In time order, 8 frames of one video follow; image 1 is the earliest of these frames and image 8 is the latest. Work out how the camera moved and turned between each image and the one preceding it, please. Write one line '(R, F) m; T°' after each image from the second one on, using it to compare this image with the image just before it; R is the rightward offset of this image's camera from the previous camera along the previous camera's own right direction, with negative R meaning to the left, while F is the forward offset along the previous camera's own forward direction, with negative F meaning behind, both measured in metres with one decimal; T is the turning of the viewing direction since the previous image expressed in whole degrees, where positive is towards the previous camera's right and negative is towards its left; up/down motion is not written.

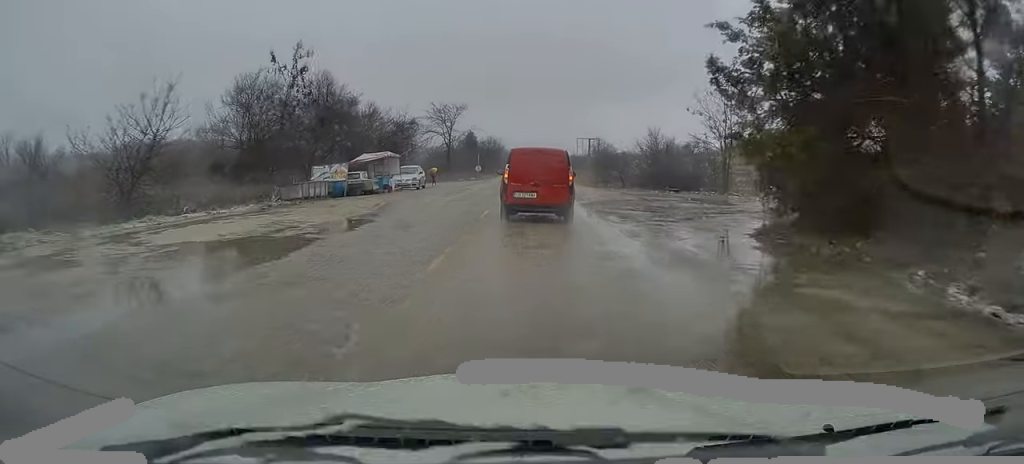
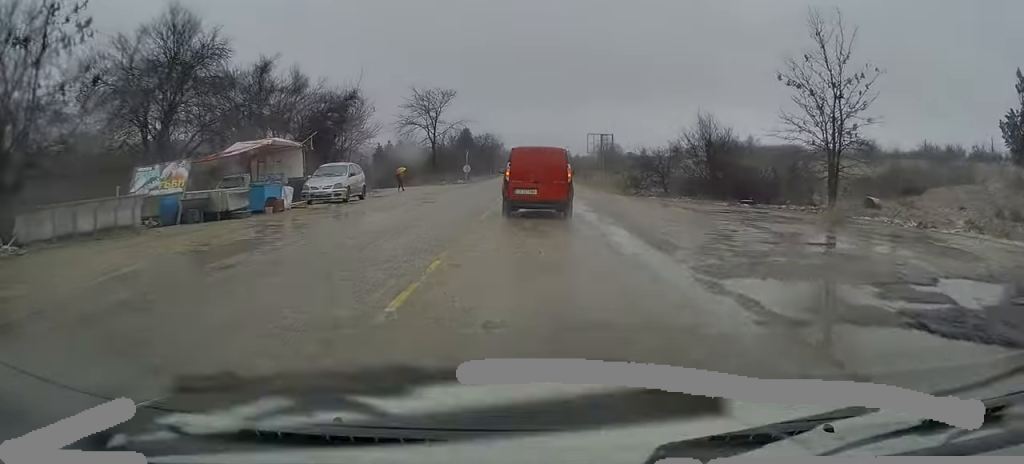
(0.0, +17.1) m; 0°
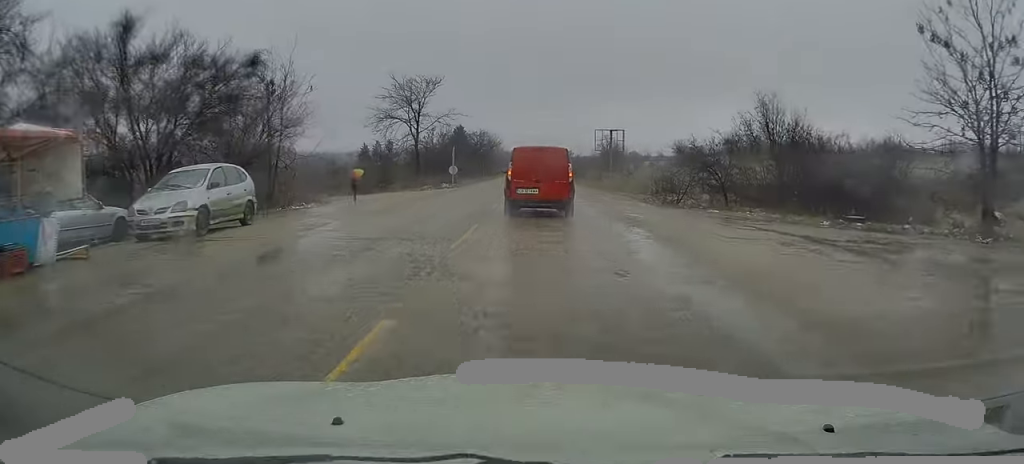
(+0.1, +11.8) m; 0°
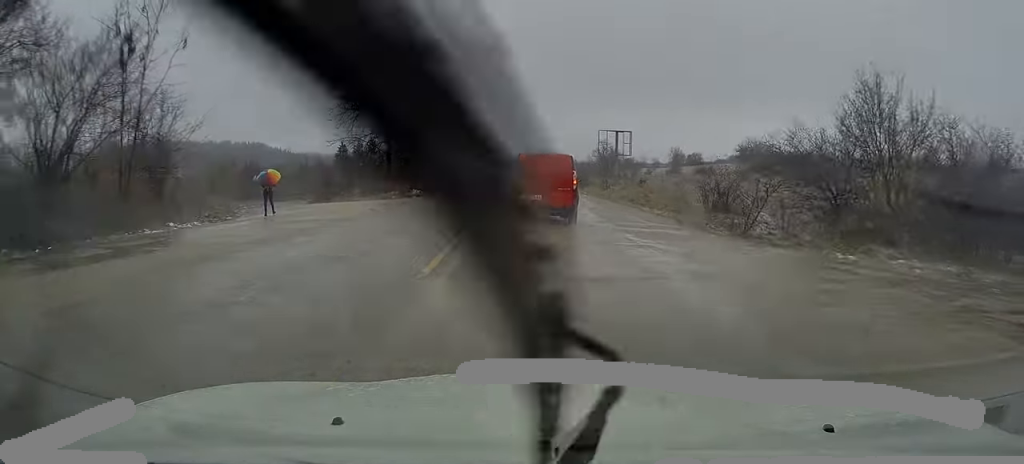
(0.0, +11.1) m; 0°
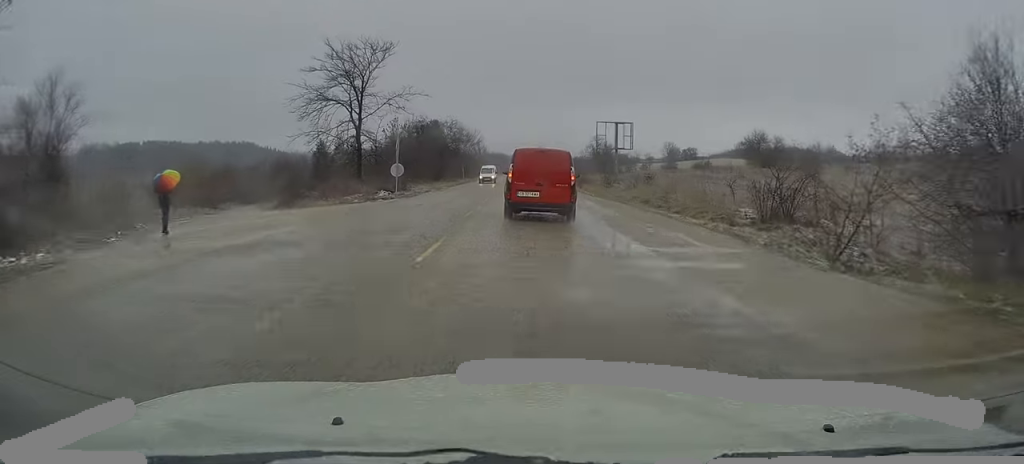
(0.0, +7.2) m; 0°
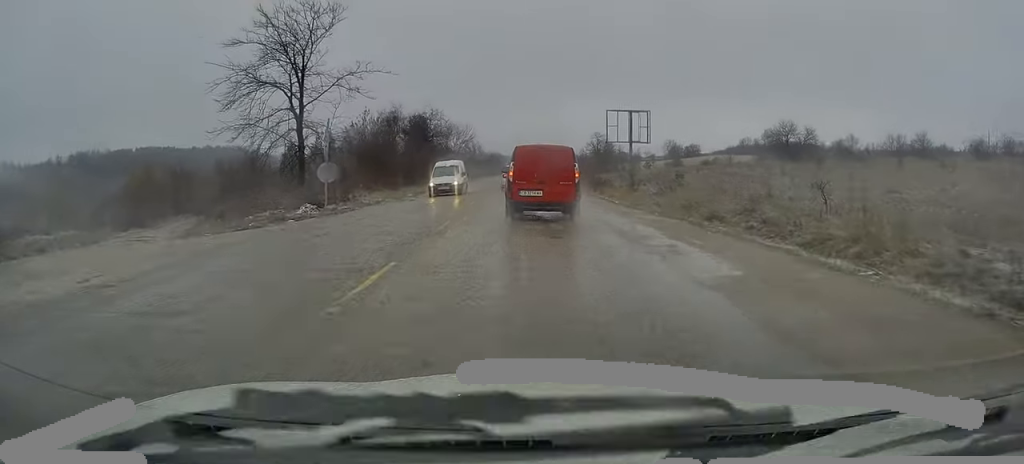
(+0.2, +12.1) m; 0°
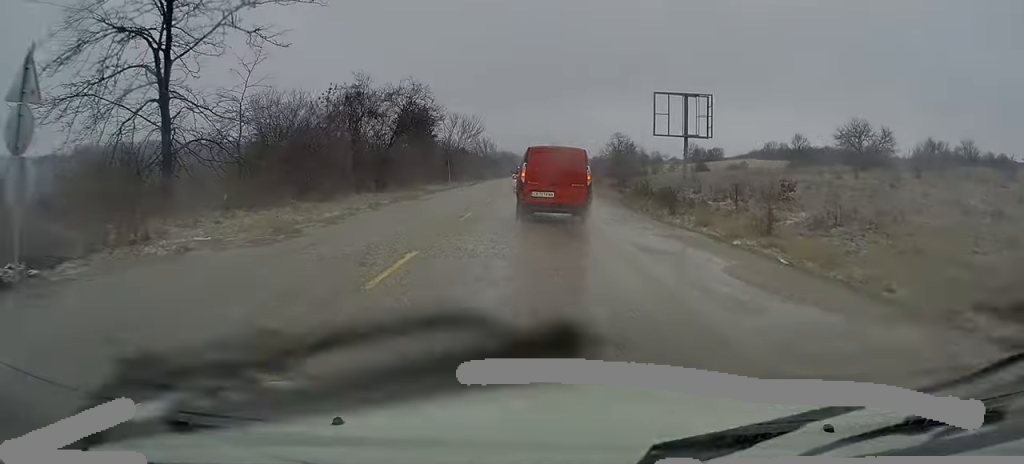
(-0.3, +15.9) m; -1°
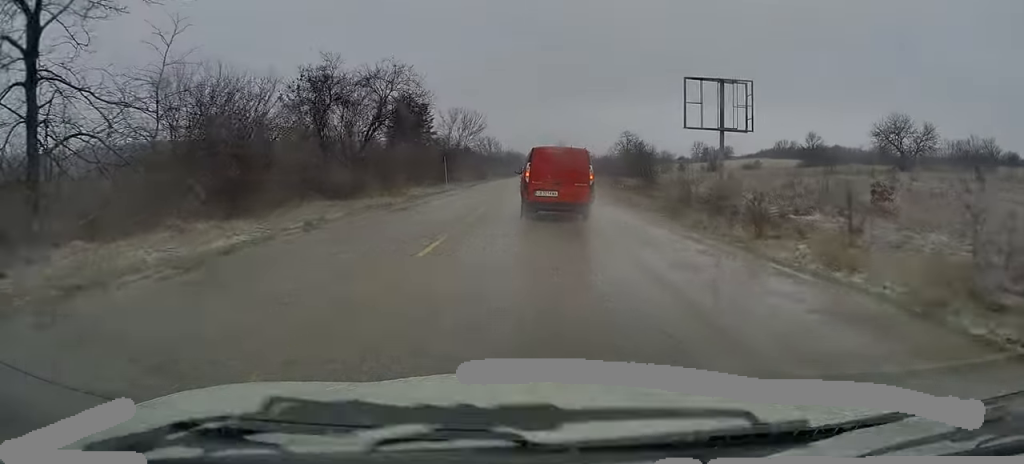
(0.0, +7.2) m; 0°
